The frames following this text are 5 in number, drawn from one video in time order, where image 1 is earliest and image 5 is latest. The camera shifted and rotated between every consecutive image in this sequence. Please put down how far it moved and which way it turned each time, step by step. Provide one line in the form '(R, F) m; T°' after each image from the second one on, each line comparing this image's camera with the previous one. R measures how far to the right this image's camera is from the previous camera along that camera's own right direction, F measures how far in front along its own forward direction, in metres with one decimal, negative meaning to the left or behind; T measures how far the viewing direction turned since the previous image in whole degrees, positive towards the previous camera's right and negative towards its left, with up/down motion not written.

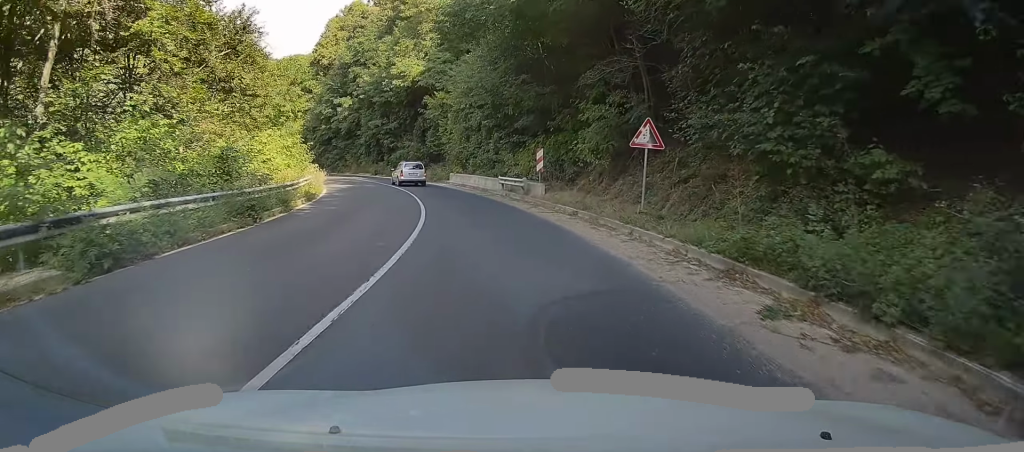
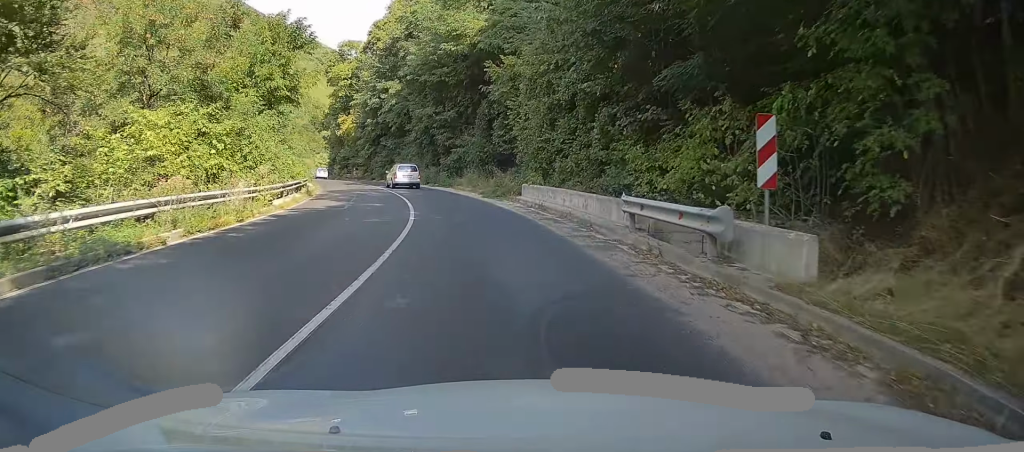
(-0.7, +18.3) m; -7°
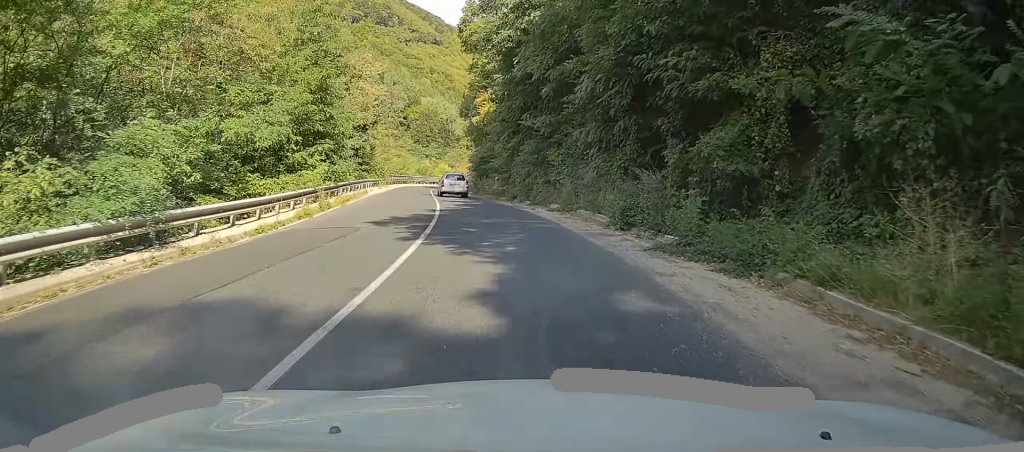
(-4.9, +32.6) m; -17°
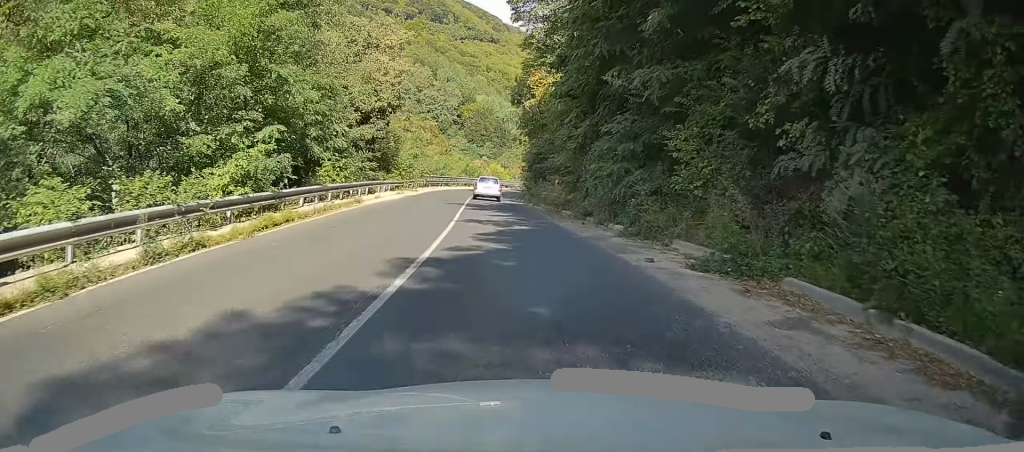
(-0.8, +13.0) m; -6°
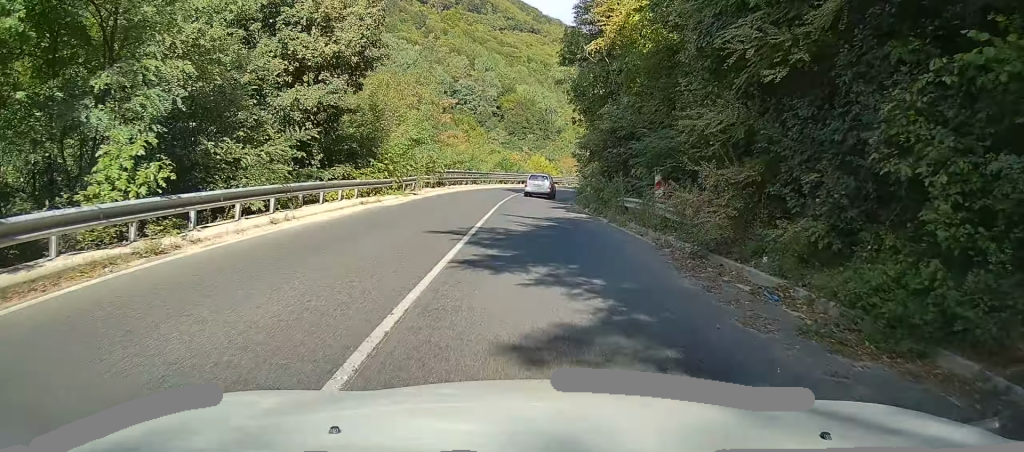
(-1.0, +16.5) m; -3°
